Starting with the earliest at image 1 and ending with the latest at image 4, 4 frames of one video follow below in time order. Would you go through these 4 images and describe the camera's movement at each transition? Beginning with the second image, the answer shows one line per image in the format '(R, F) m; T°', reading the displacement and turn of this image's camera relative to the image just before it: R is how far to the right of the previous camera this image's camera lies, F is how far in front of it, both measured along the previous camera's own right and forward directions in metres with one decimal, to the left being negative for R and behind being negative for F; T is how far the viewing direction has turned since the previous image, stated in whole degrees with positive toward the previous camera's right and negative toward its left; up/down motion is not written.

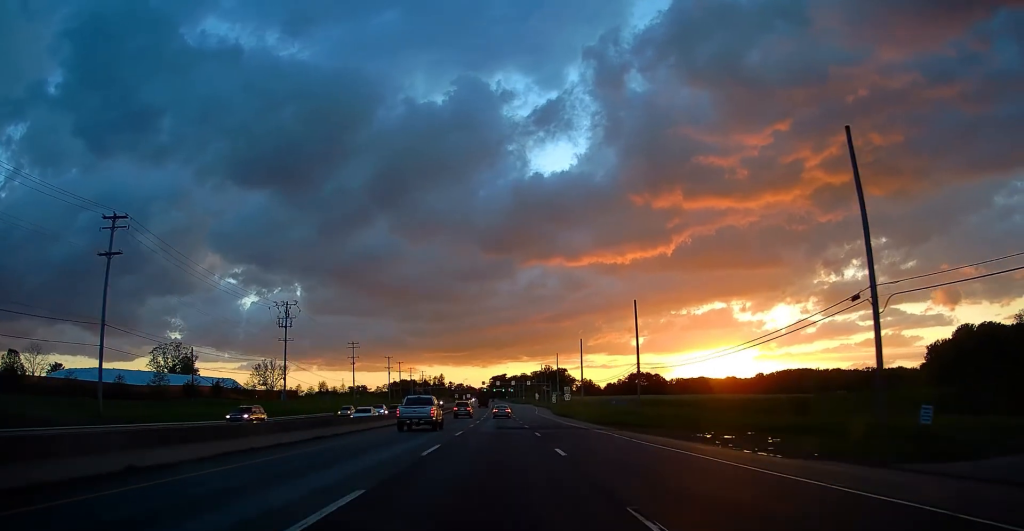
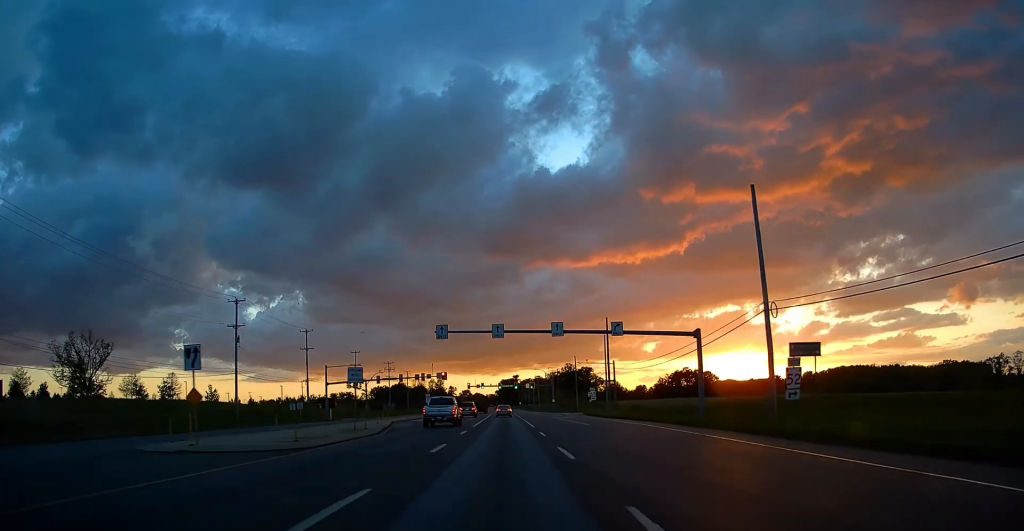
(-1.2, +123.1) m; -1°
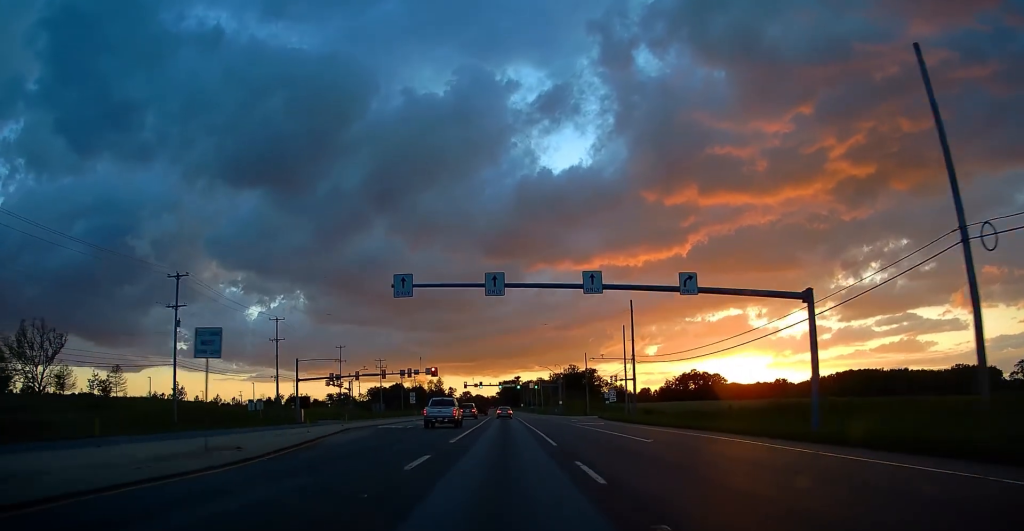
(+0.1, +16.8) m; 0°
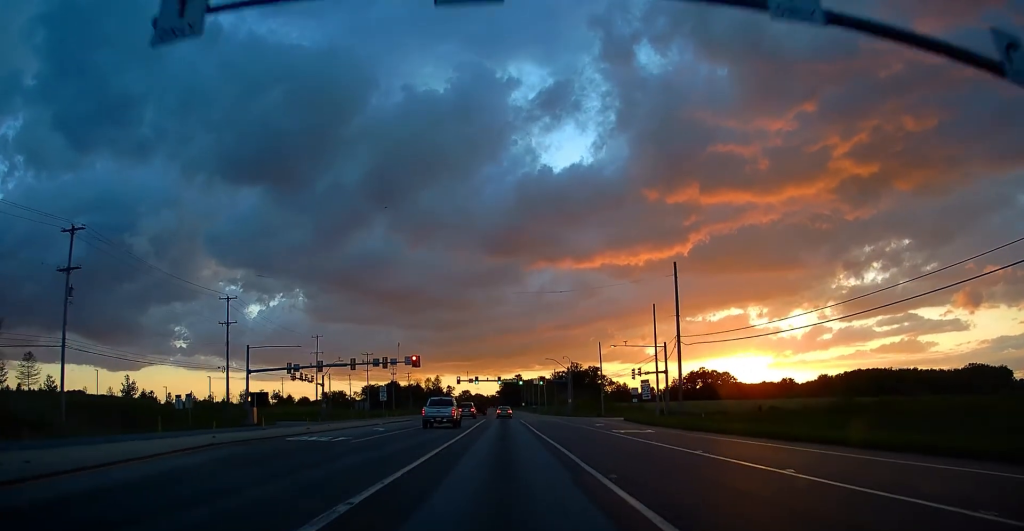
(0.0, +19.2) m; +1°
